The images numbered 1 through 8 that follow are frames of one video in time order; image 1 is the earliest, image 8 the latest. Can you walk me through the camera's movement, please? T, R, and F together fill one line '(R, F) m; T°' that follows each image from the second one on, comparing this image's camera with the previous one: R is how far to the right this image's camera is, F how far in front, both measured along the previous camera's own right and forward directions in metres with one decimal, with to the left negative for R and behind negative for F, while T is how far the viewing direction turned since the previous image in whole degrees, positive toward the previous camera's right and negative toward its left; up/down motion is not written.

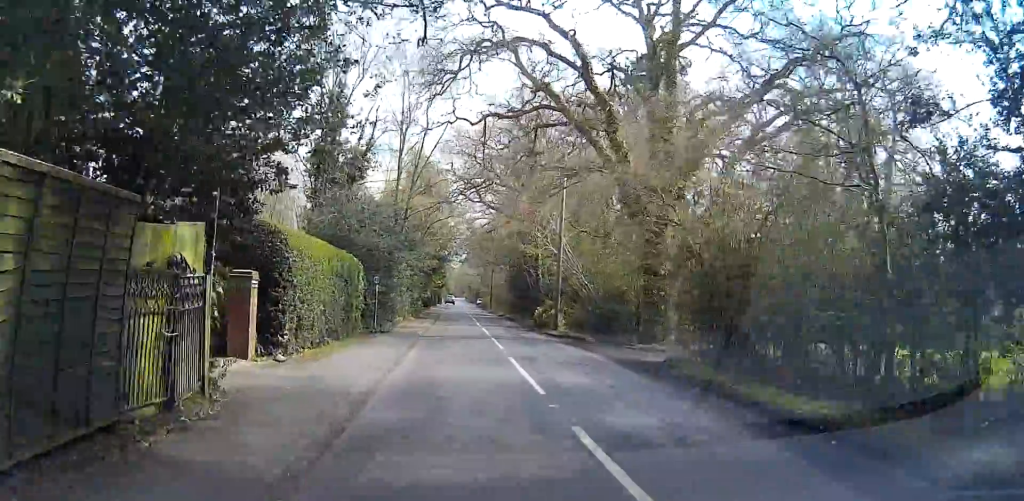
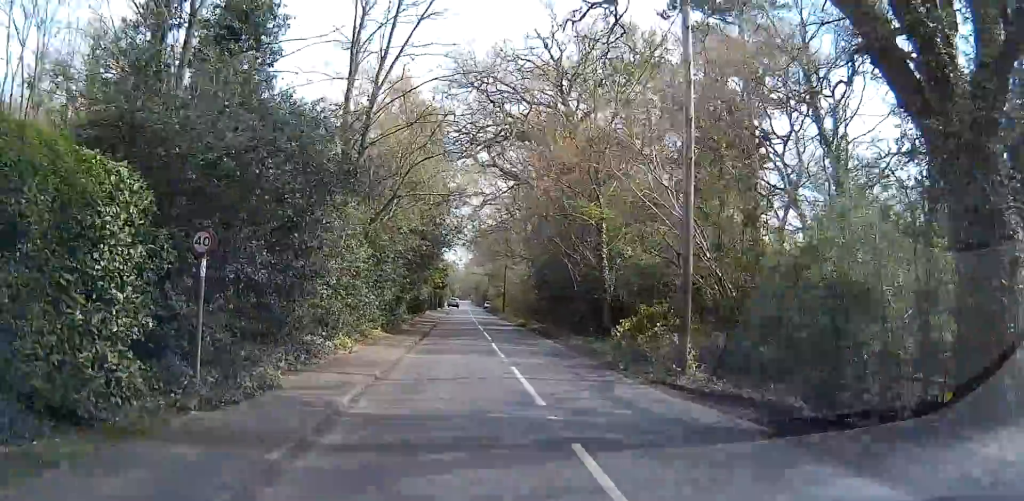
(0.0, +19.1) m; 0°
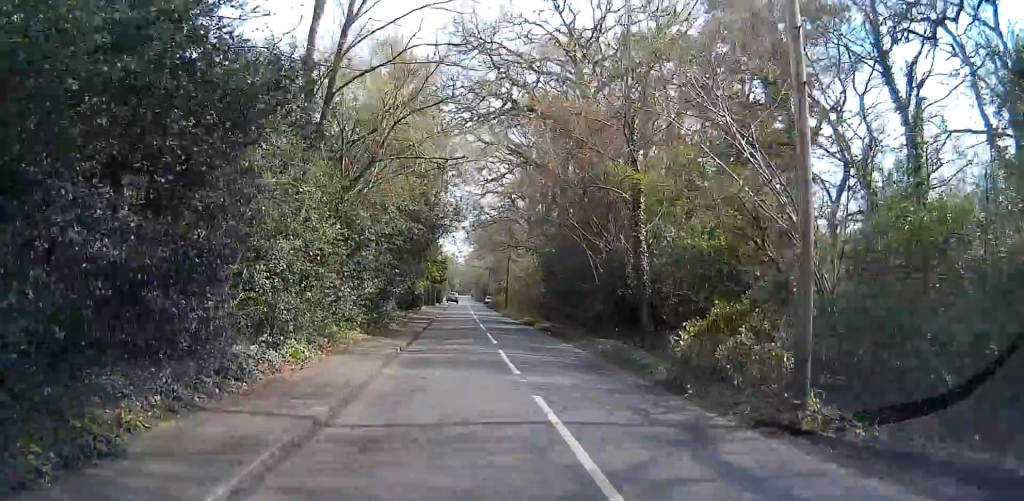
(0.0, +5.5) m; 0°
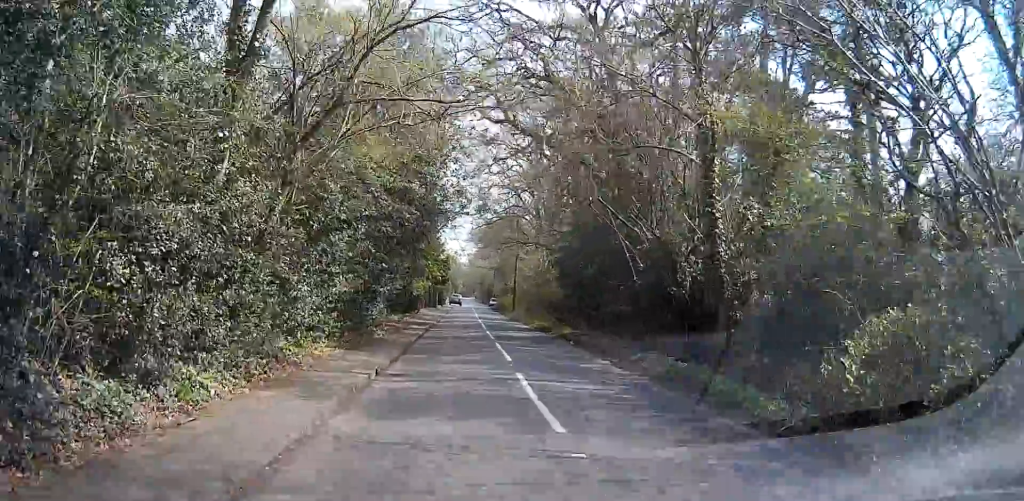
(0.0, +5.8) m; 0°
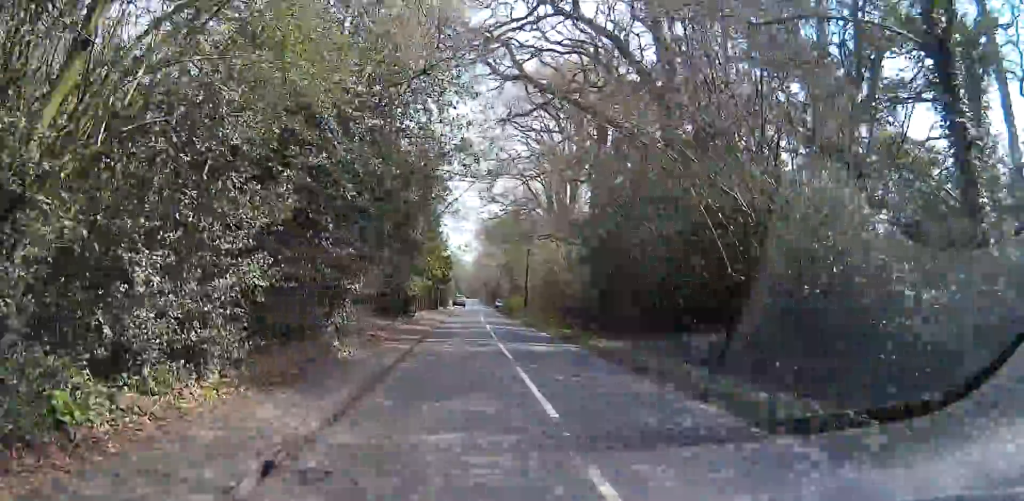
(-0.1, +7.6) m; +2°
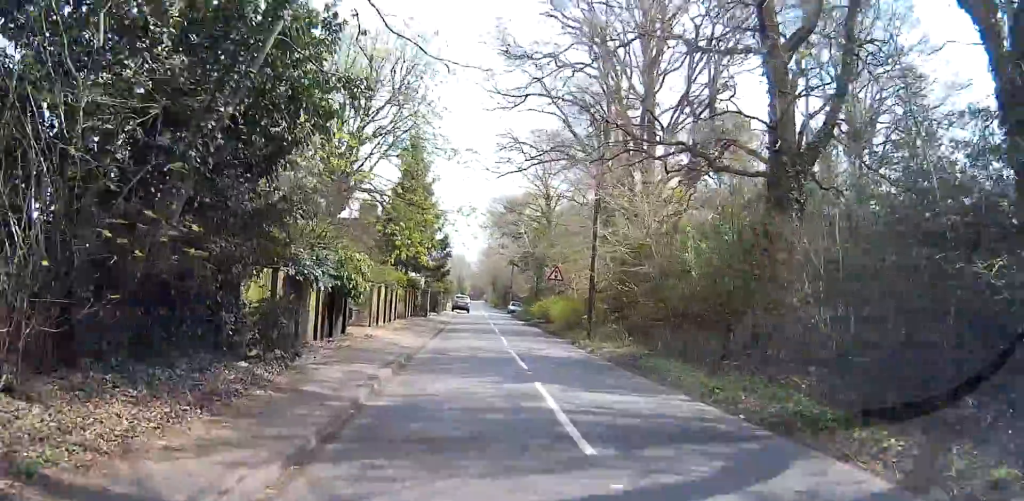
(+0.5, +27.0) m; -1°
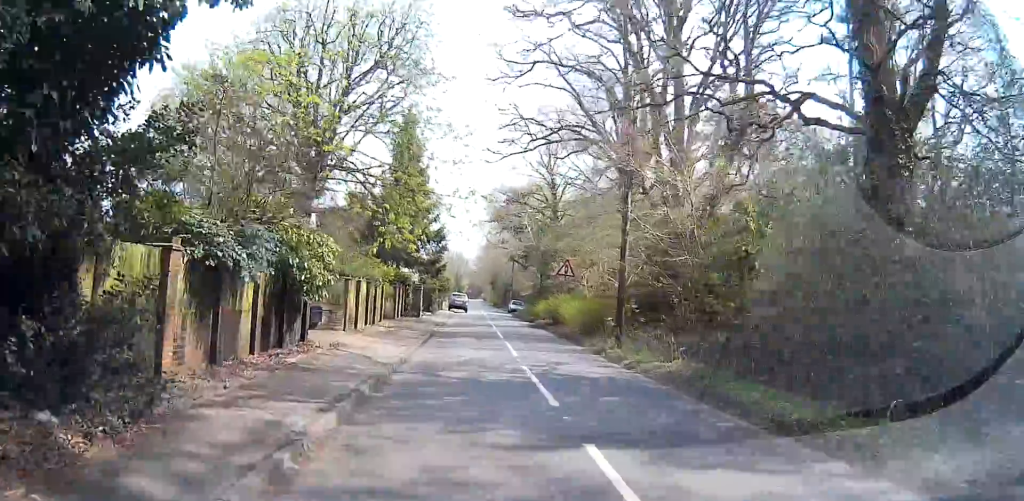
(0.0, +5.6) m; 0°
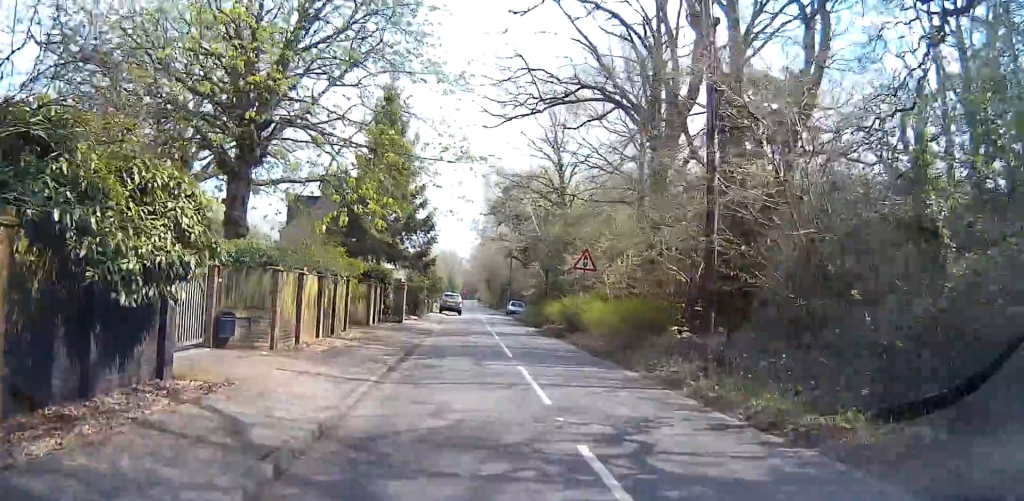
(0.0, +8.3) m; 0°
